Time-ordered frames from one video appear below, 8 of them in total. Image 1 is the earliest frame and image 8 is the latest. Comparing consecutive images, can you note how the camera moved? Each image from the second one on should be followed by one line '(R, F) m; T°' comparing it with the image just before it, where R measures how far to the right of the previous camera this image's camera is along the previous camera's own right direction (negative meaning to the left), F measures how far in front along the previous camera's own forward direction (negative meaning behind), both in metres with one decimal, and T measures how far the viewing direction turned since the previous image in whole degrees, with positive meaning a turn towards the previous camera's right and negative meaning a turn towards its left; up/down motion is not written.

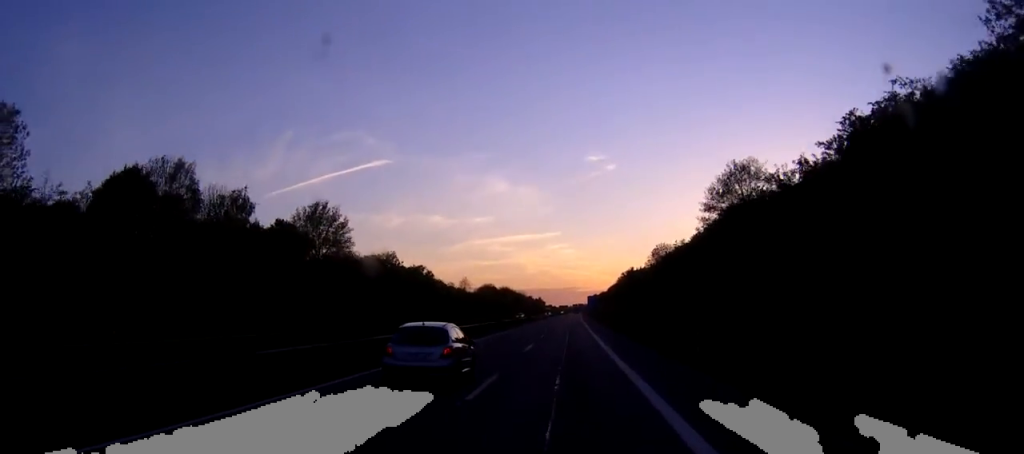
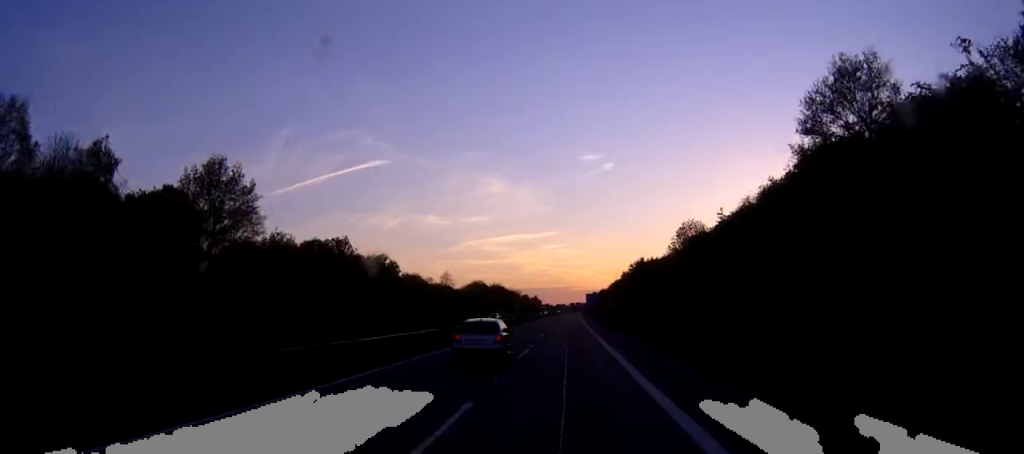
(-0.1, +24.4) m; 0°
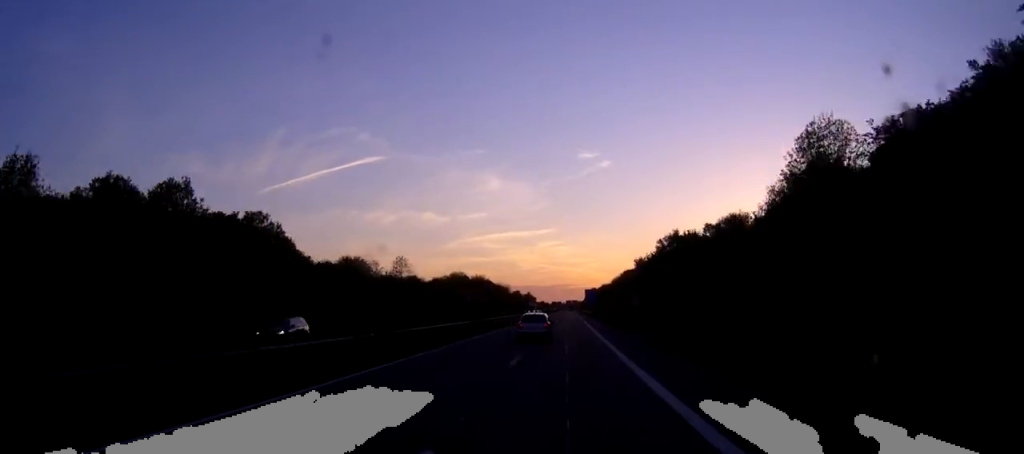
(+0.2, +41.0) m; 0°
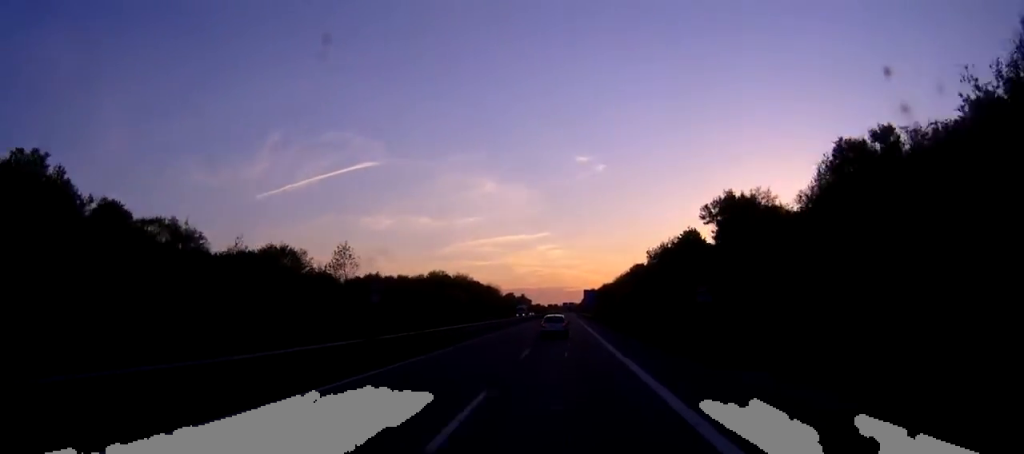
(0.0, +29.3) m; 0°
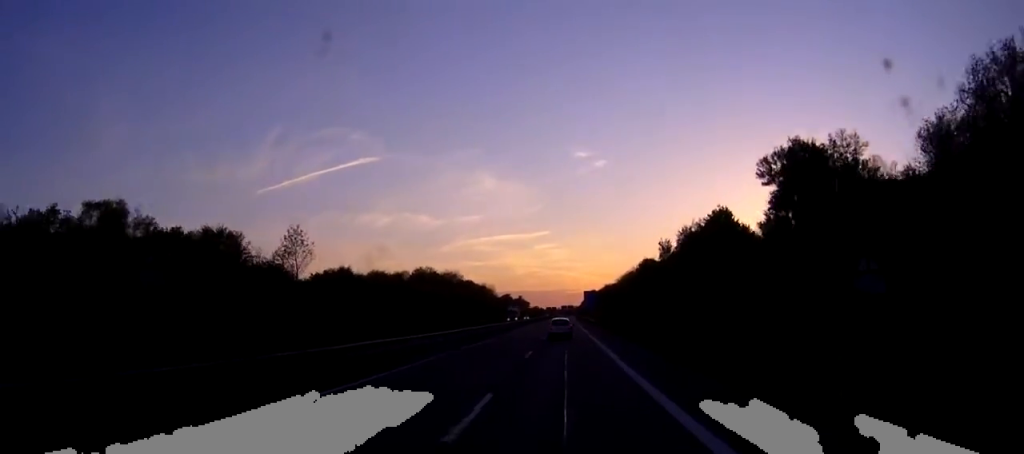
(0.0, +16.6) m; 0°
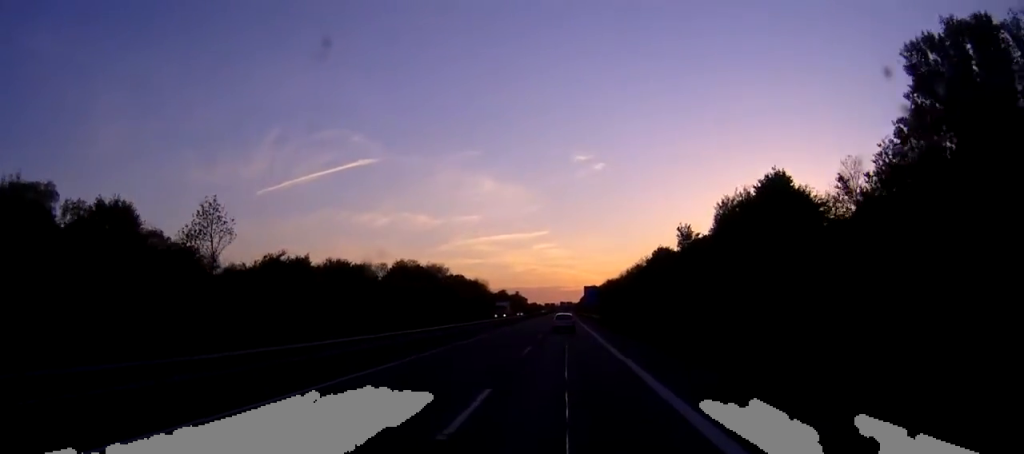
(0.0, +18.5) m; 0°
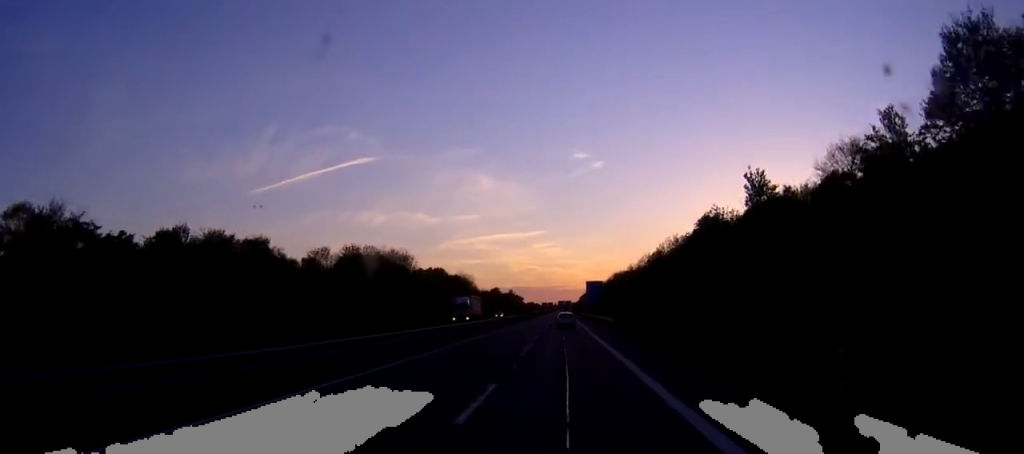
(0.0, +34.2) m; 0°
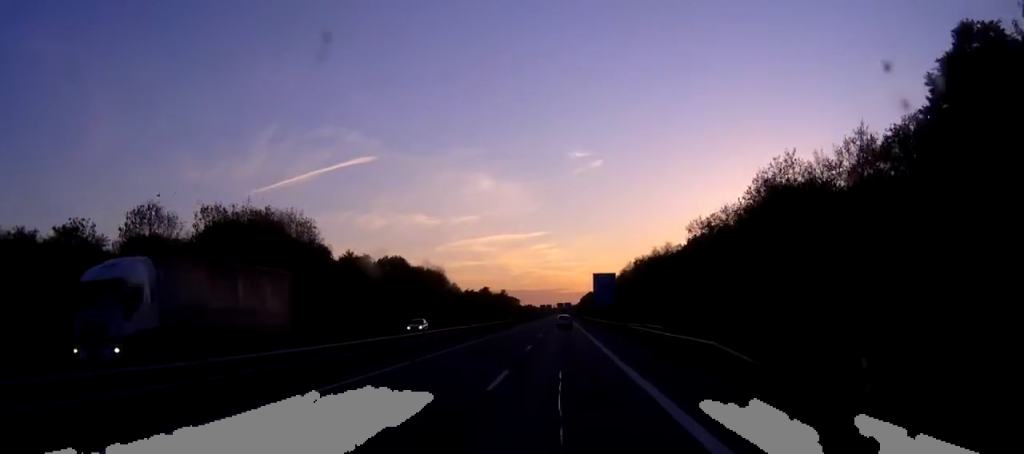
(+0.2, +48.1) m; 0°
